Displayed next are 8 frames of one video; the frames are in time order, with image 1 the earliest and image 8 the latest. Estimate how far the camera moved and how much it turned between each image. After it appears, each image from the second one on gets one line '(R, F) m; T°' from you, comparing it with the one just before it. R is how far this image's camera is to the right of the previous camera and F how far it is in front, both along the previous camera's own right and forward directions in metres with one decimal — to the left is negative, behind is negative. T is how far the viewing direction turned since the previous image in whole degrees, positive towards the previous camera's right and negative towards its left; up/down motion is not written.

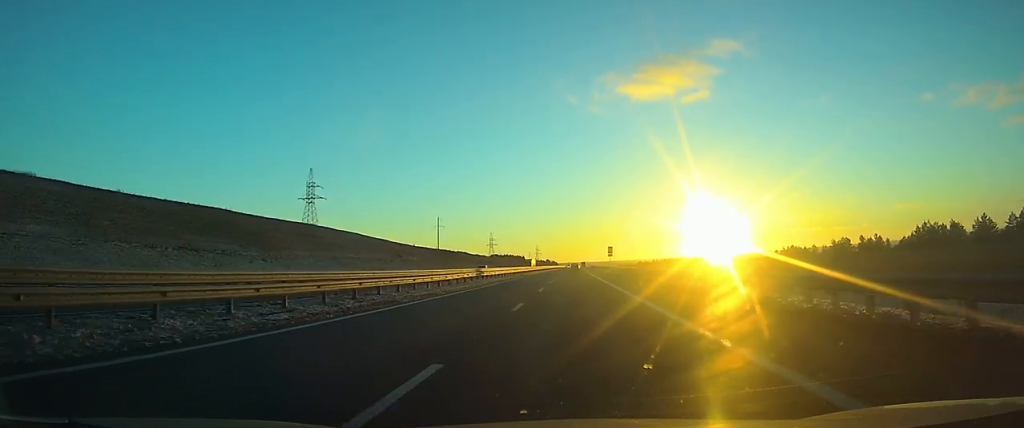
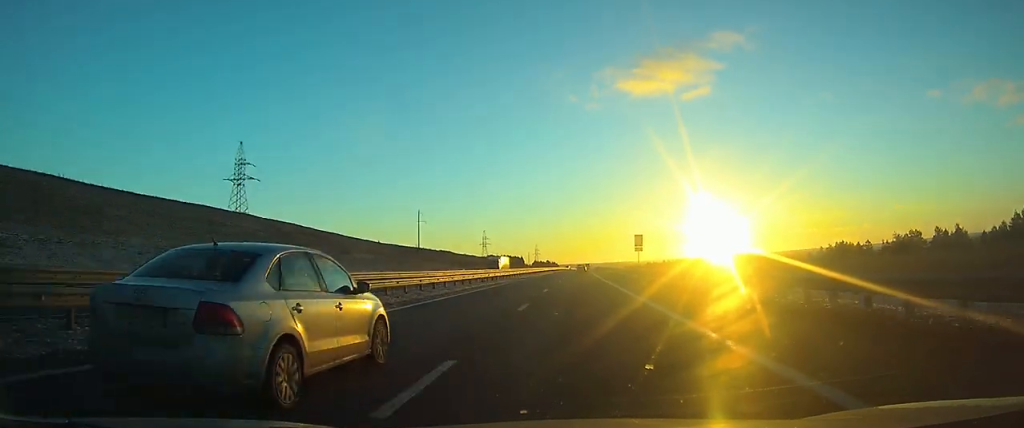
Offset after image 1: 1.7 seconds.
(0.0, +46.1) m; 0°
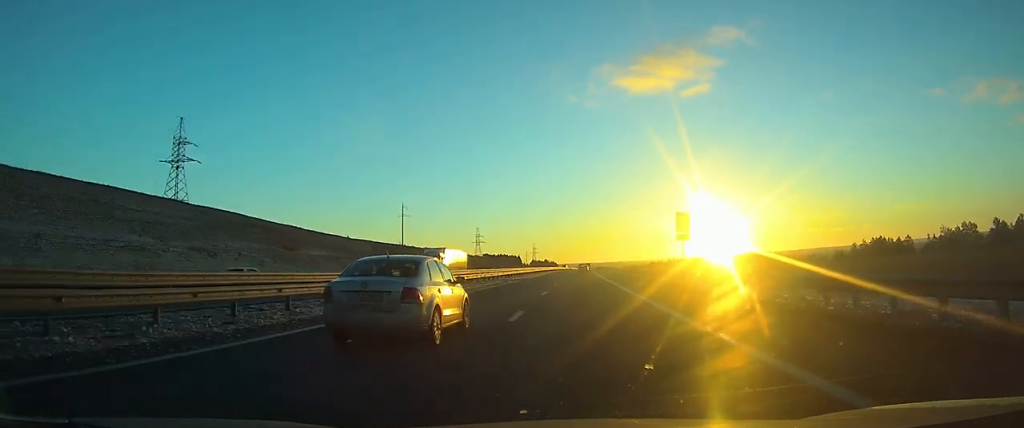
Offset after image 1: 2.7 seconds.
(0.0, +26.2) m; 0°
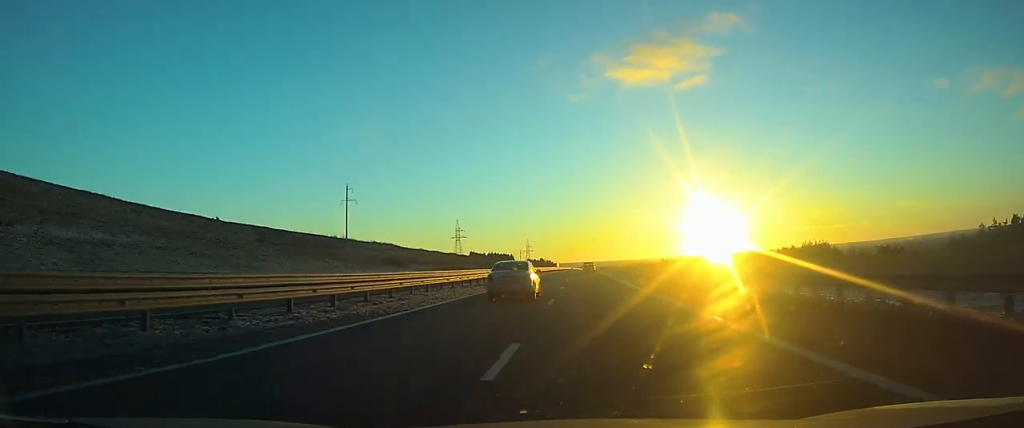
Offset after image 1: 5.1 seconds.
(-0.1, +63.4) m; 0°
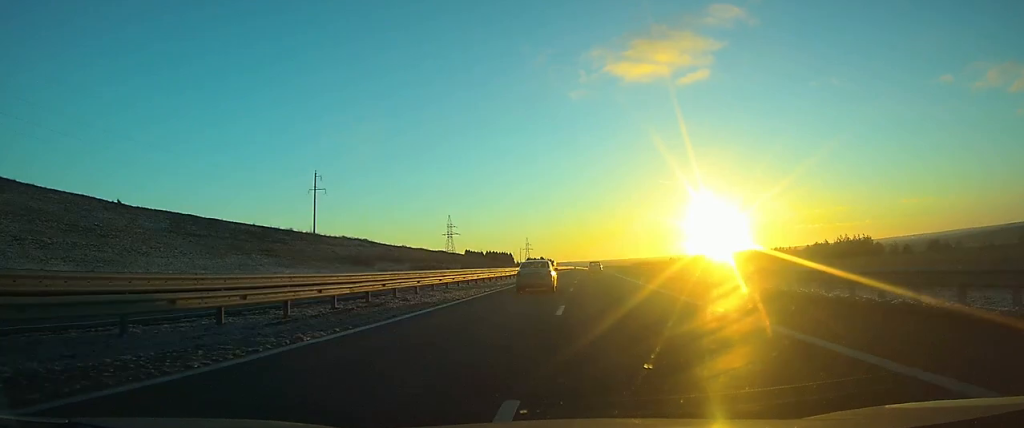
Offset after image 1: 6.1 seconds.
(0.0, +28.4) m; 0°
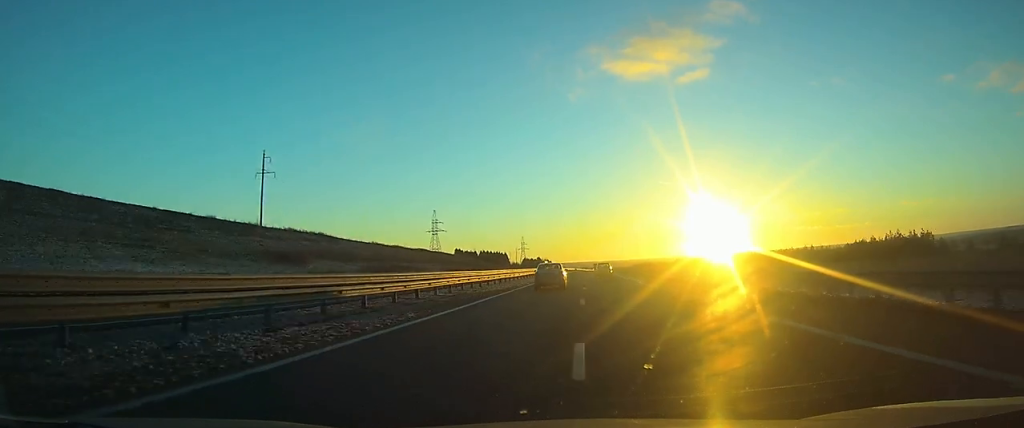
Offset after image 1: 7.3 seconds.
(0.0, +33.1) m; 0°
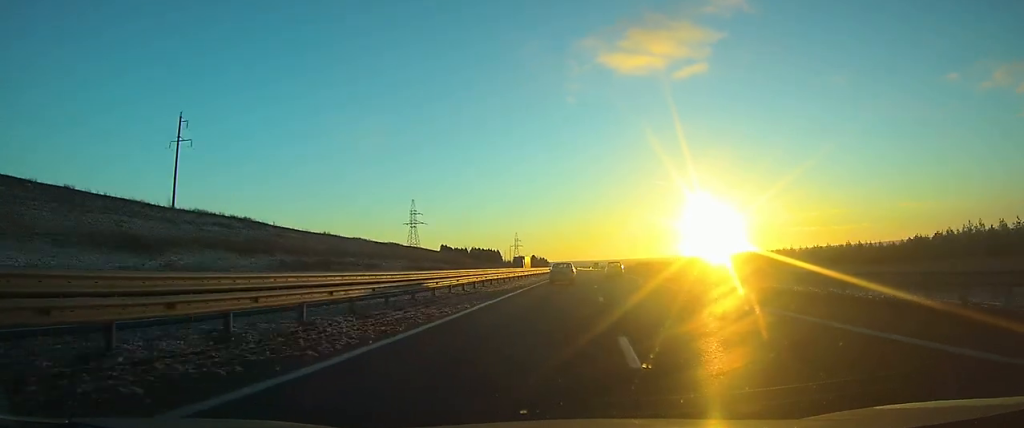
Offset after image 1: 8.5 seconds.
(+0.1, +37.0) m; 0°
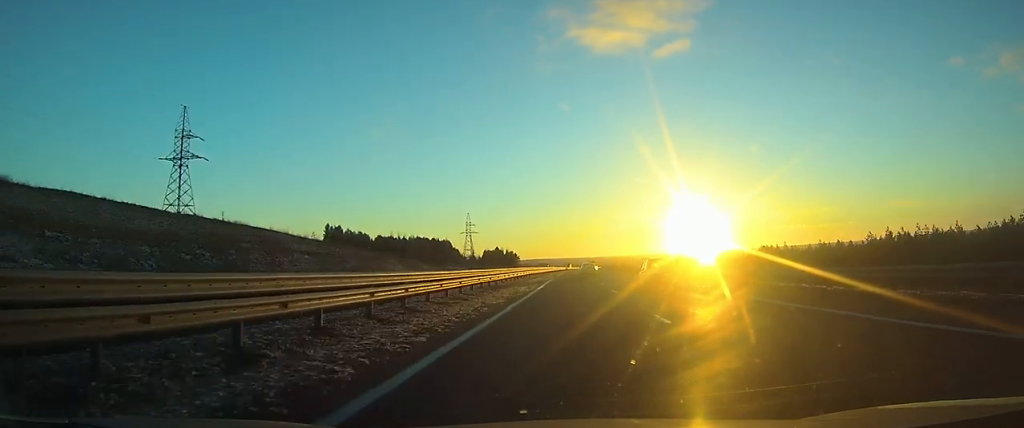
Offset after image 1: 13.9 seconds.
(+1.9, +149.7) m; +1°
